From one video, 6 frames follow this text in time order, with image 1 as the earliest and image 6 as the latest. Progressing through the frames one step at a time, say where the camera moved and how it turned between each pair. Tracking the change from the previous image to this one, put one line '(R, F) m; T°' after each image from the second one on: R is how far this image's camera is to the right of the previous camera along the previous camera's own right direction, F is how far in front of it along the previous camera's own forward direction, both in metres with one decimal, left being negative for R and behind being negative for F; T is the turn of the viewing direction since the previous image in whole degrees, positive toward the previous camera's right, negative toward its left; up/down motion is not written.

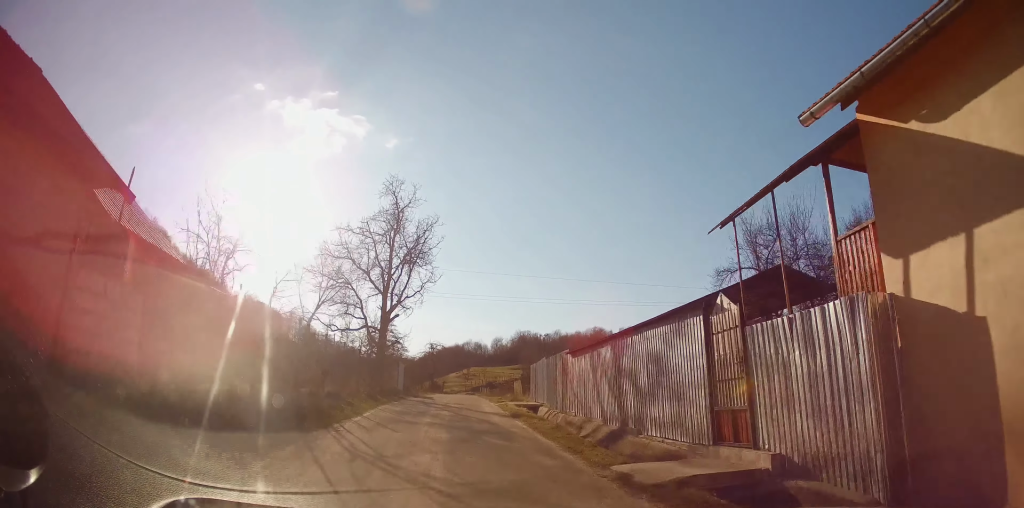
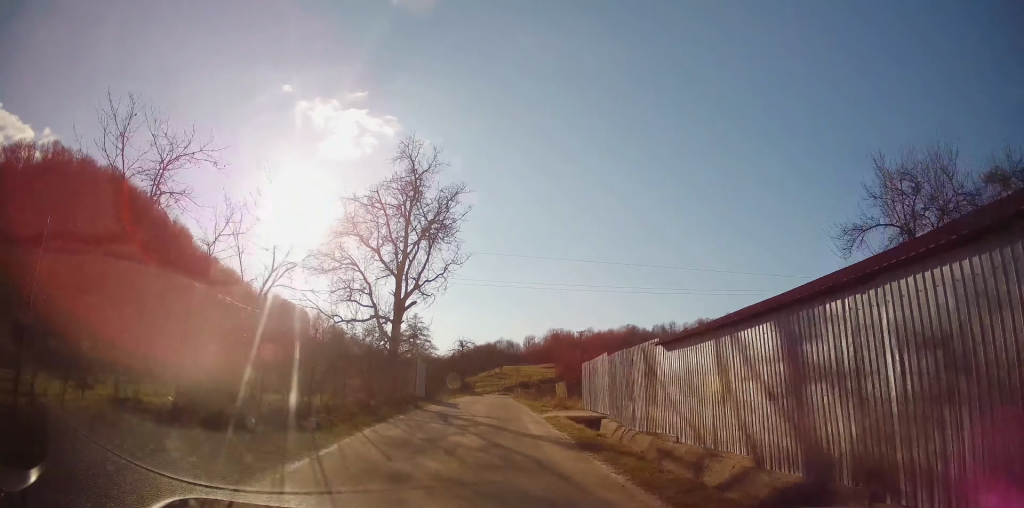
(-0.1, +5.0) m; -3°
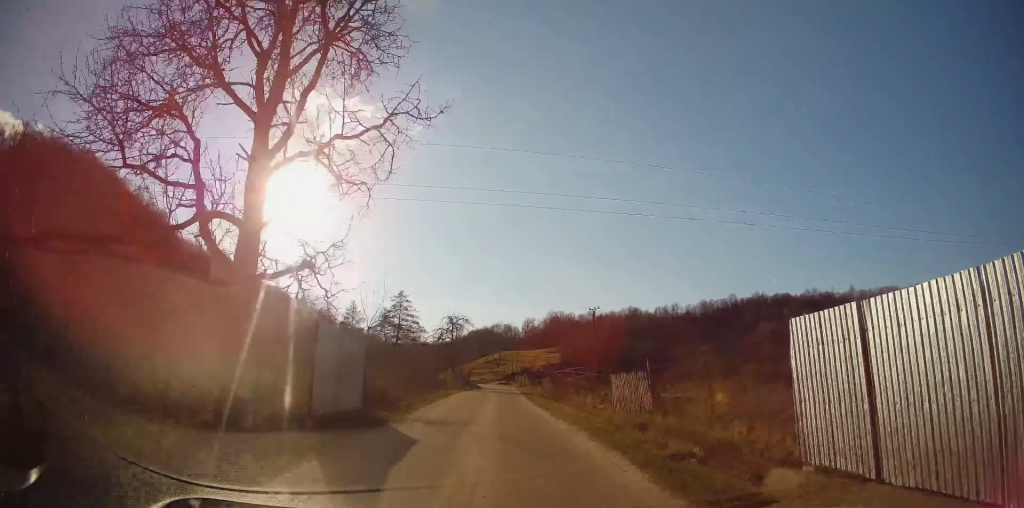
(-0.5, +13.6) m; -1°
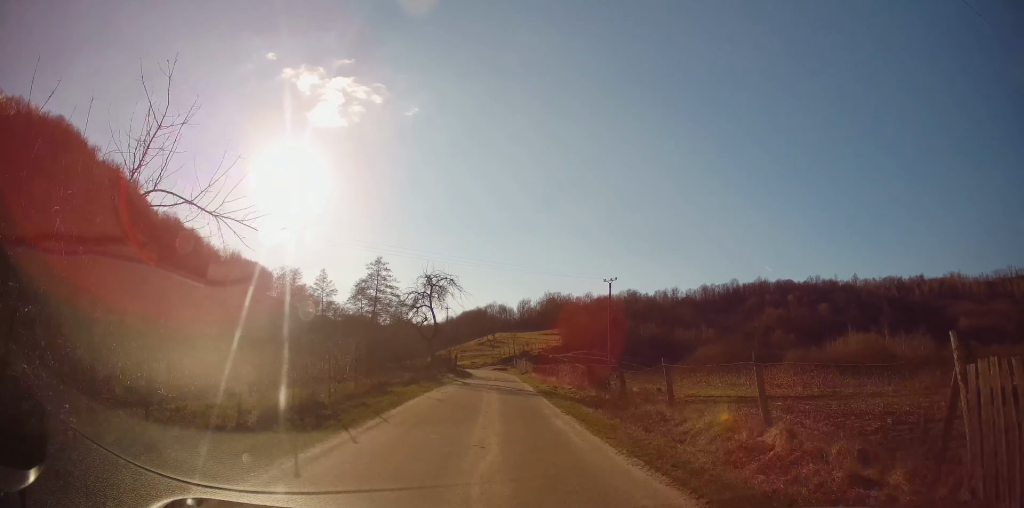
(+0.4, +13.3) m; +2°
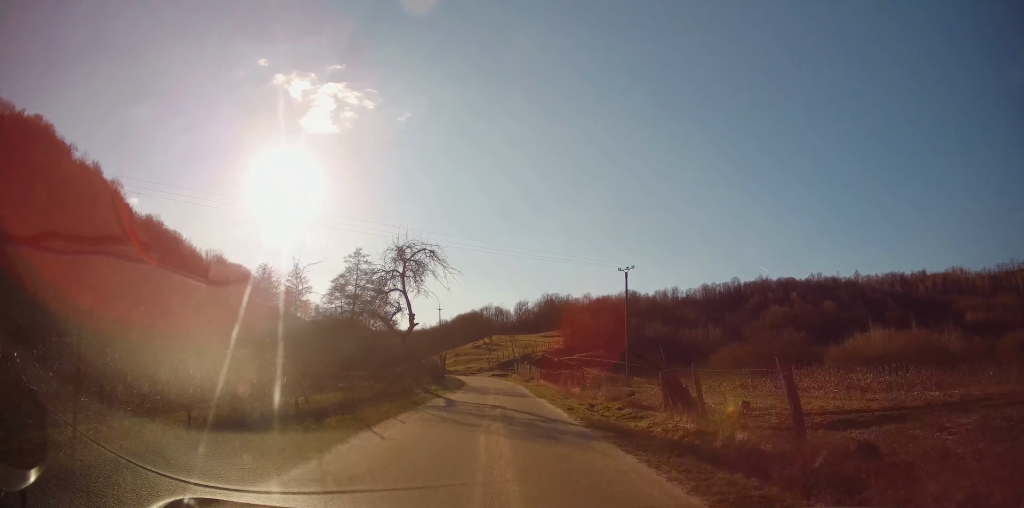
(0.0, +10.5) m; +1°
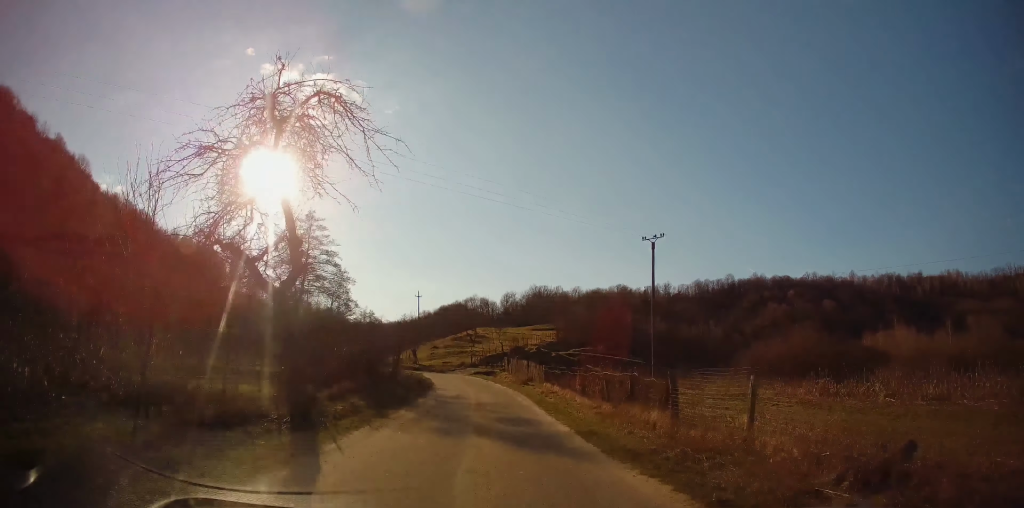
(-0.1, +13.5) m; -2°
